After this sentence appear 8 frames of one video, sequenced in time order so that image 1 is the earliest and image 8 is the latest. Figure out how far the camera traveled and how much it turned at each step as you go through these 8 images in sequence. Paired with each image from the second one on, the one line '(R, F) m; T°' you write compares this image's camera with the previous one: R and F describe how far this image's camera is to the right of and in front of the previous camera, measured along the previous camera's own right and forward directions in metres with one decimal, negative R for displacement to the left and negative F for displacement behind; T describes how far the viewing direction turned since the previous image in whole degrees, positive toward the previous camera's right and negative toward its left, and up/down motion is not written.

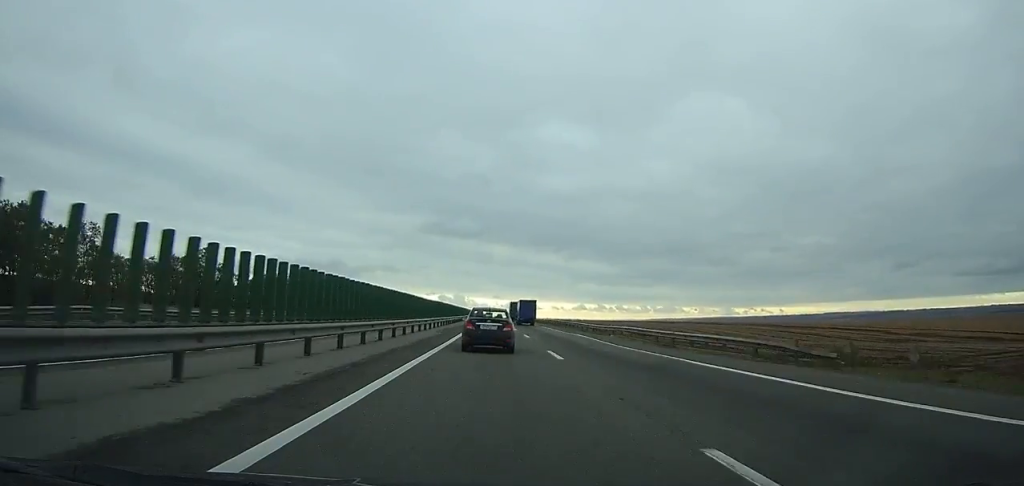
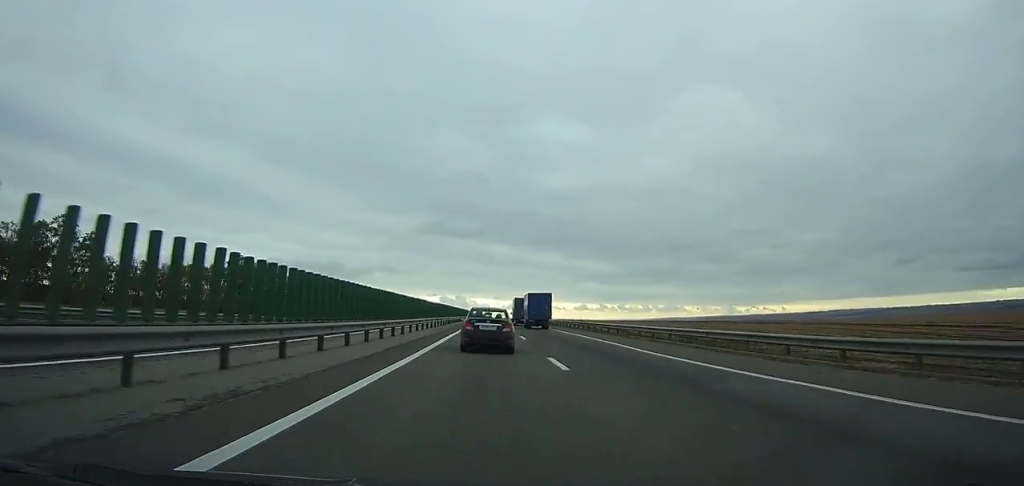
(0.0, +53.4) m; 0°
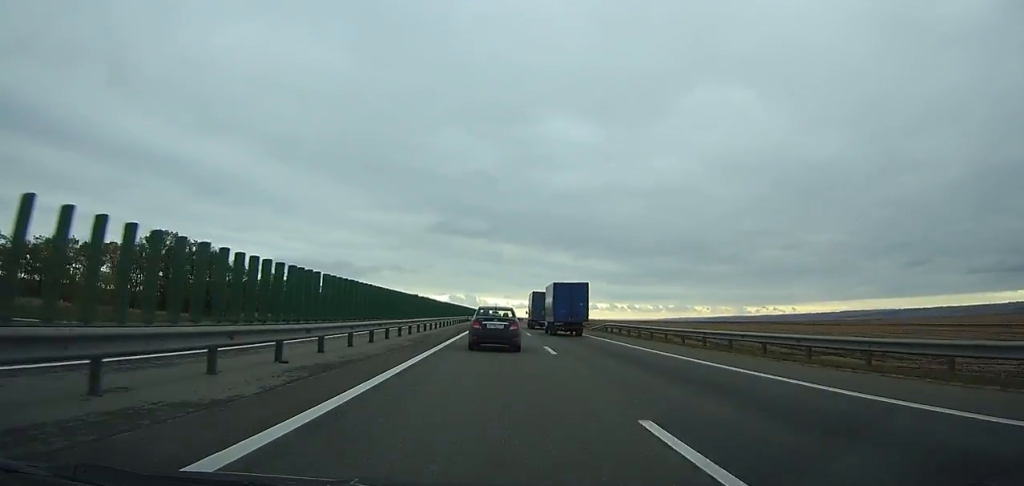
(-0.1, +43.3) m; 0°
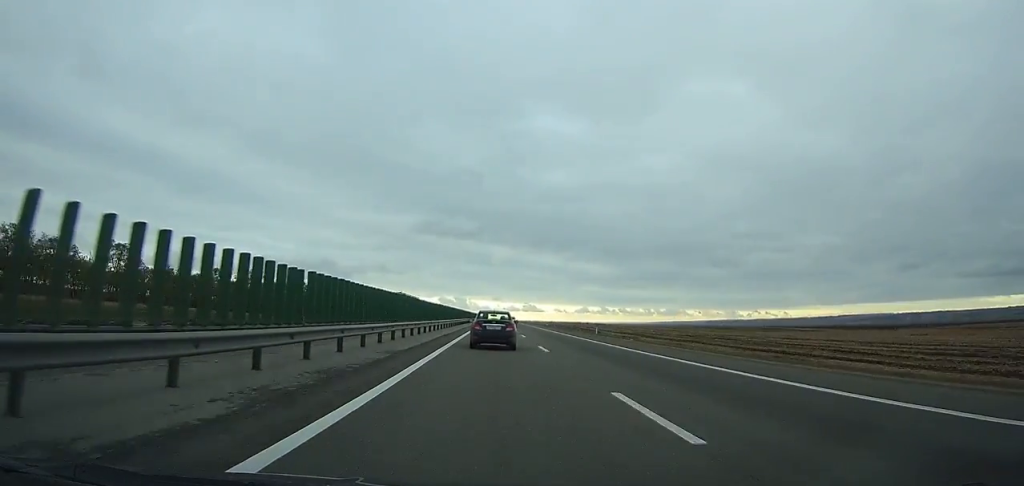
(-0.5, +158.6) m; 0°
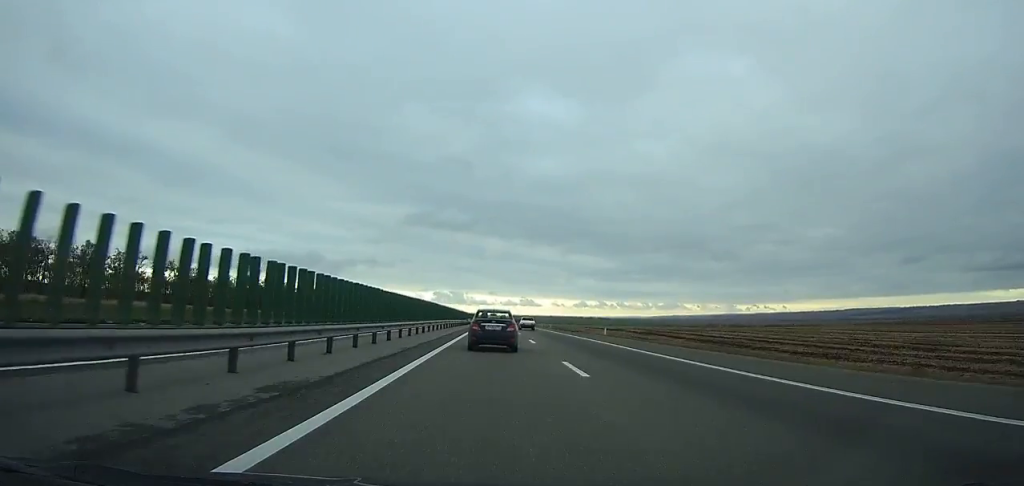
(+1.1, +192.0) m; +1°
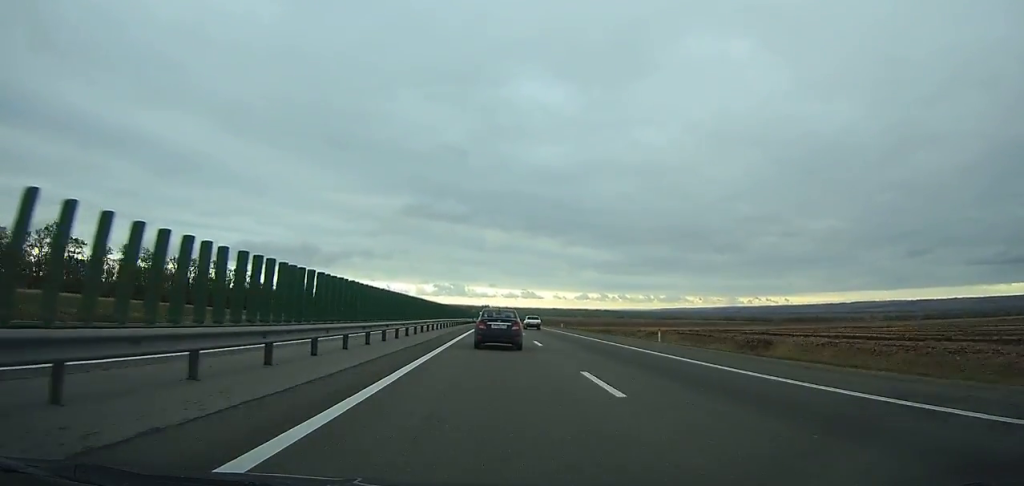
(+0.3, +111.0) m; 0°
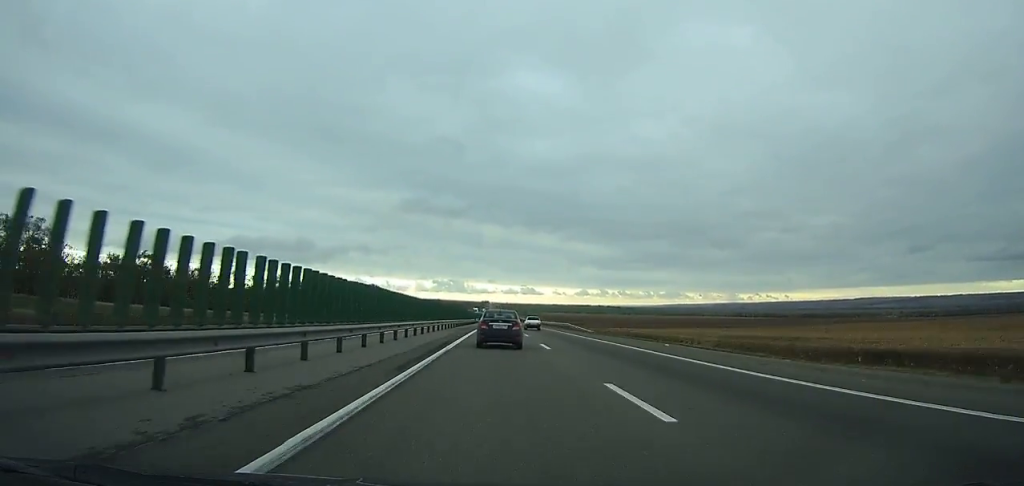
(-0.2, +80.2) m; 0°
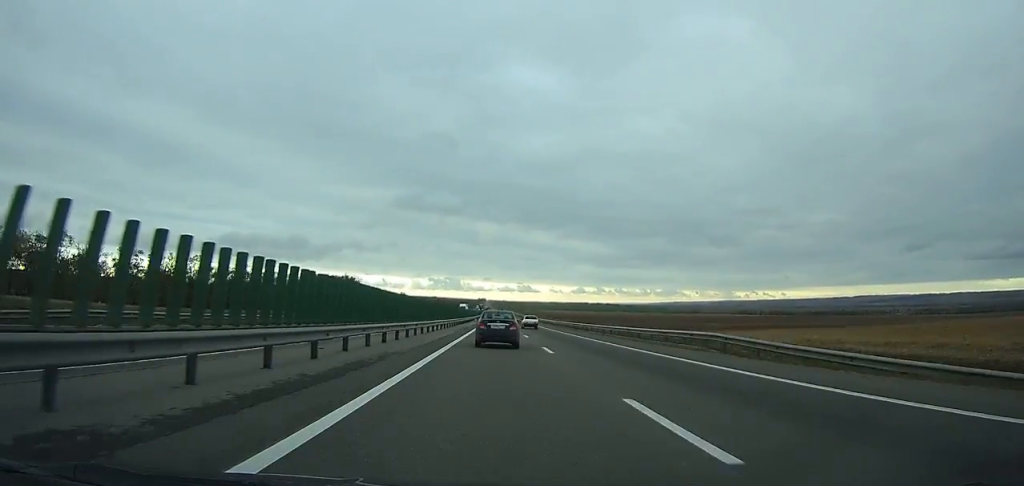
(-0.1, +51.2) m; 0°
